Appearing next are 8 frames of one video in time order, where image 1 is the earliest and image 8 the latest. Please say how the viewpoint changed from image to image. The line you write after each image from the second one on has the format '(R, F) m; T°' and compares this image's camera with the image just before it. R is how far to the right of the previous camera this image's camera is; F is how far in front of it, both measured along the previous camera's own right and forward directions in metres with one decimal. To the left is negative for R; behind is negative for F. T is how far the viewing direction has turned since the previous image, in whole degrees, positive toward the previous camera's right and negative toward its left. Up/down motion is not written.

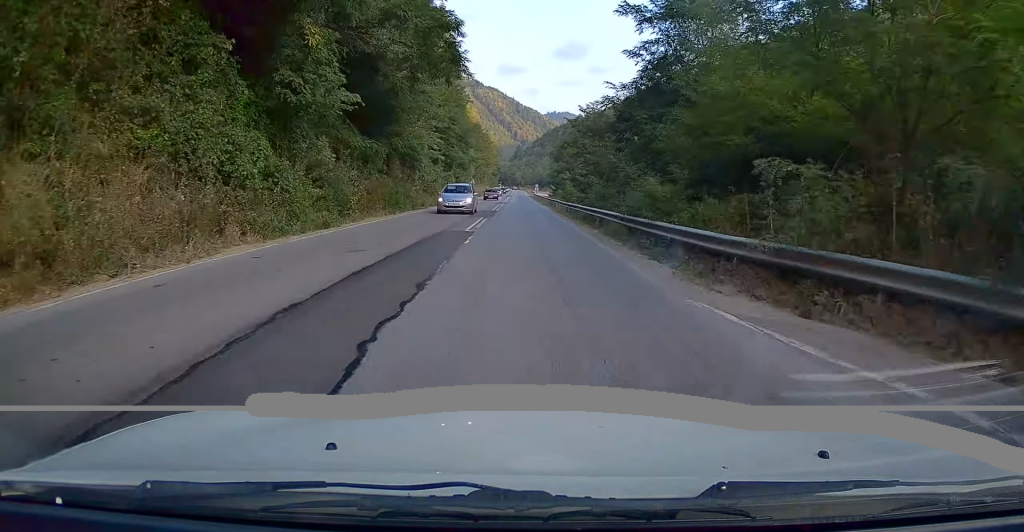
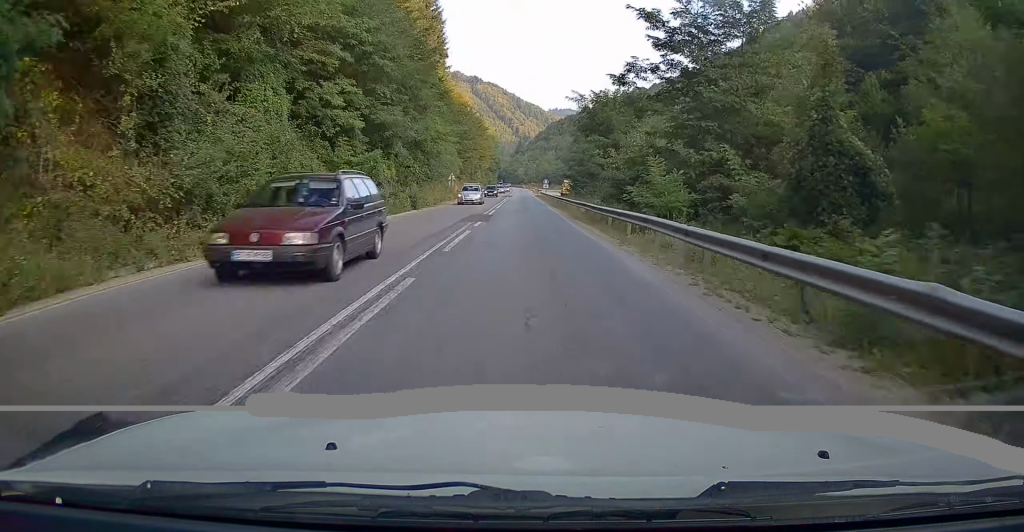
(-0.7, +35.9) m; -2°
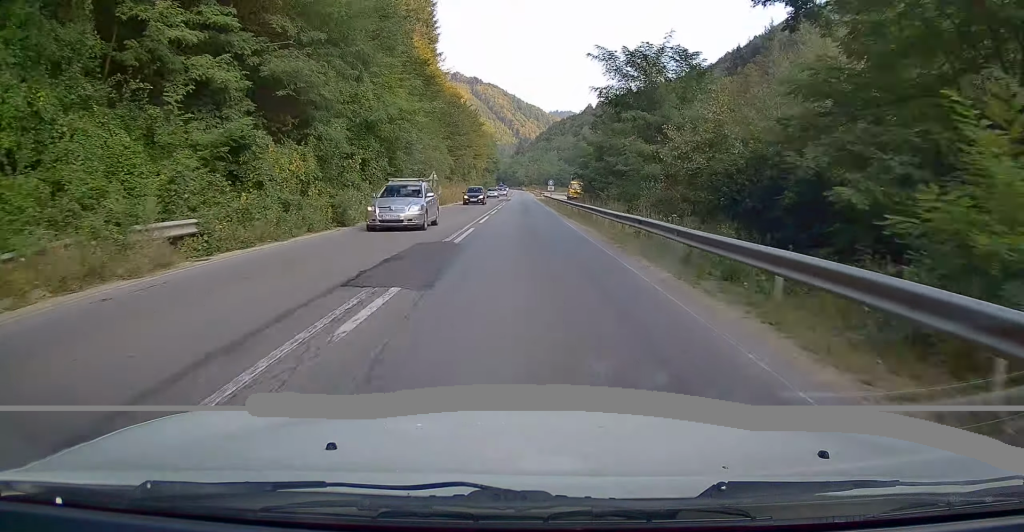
(0.0, +15.3) m; 0°
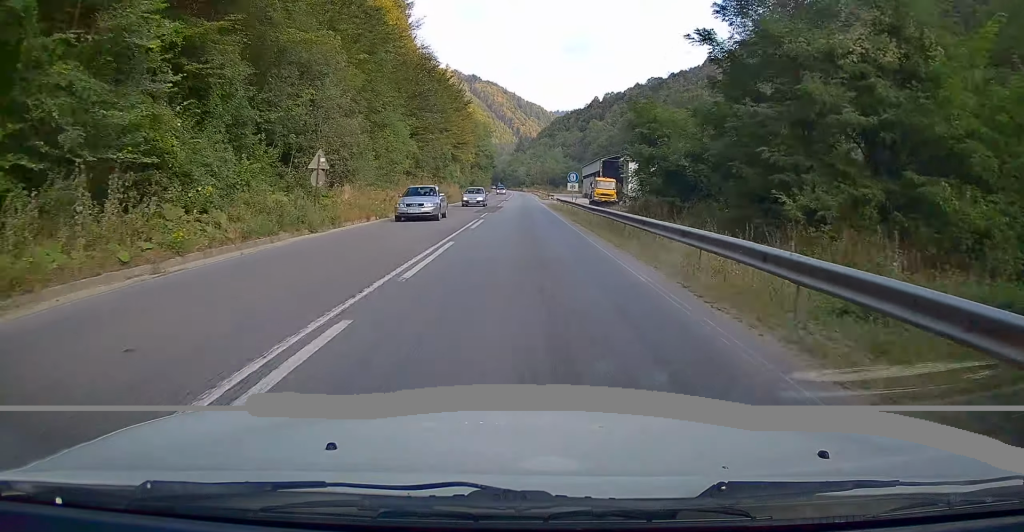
(-0.2, +32.9) m; -1°
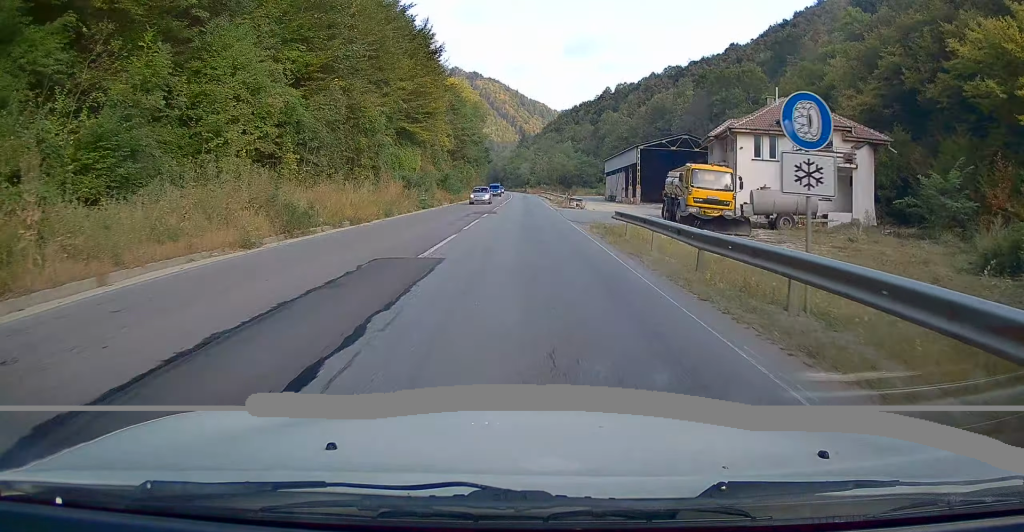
(-0.4, +35.9) m; 0°
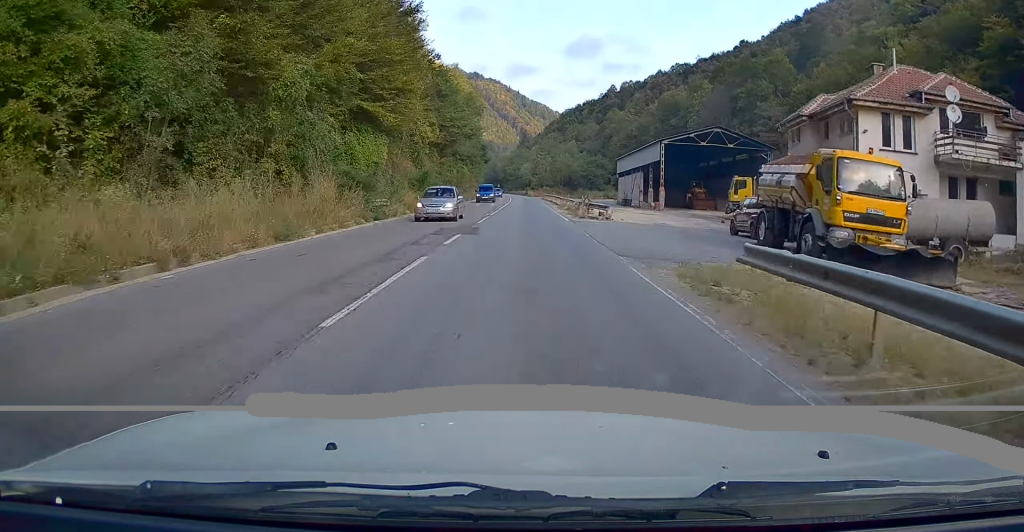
(0.0, +13.7) m; 0°
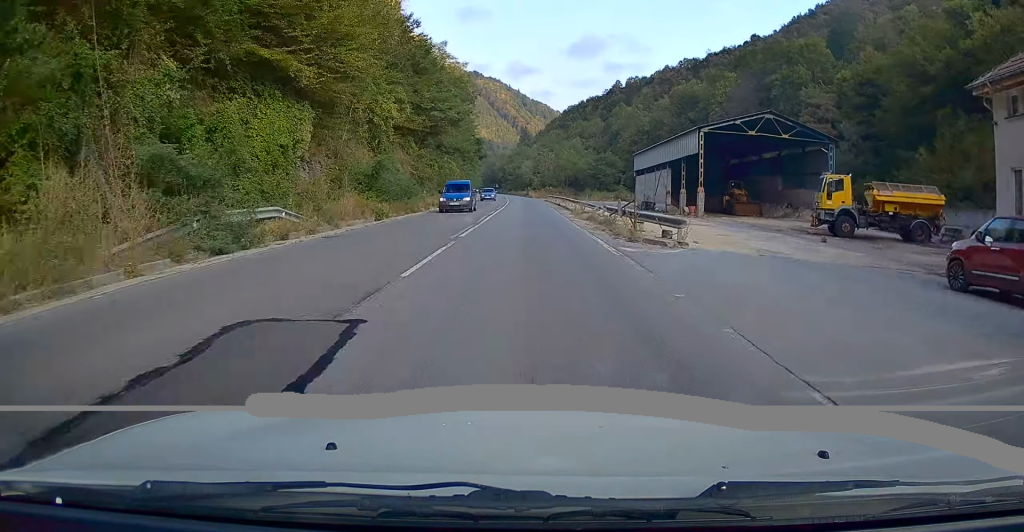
(+0.2, +15.3) m; 0°
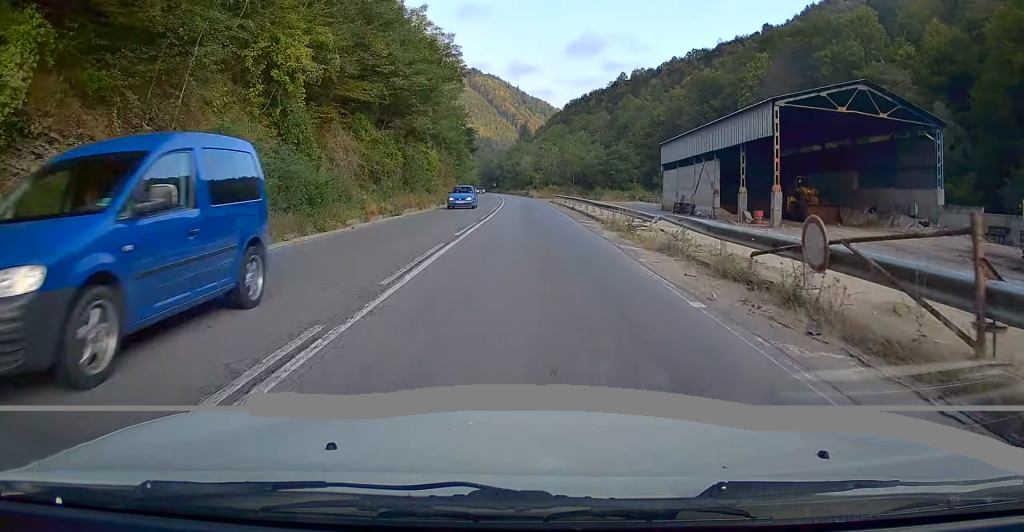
(0.0, +16.7) m; -1°
